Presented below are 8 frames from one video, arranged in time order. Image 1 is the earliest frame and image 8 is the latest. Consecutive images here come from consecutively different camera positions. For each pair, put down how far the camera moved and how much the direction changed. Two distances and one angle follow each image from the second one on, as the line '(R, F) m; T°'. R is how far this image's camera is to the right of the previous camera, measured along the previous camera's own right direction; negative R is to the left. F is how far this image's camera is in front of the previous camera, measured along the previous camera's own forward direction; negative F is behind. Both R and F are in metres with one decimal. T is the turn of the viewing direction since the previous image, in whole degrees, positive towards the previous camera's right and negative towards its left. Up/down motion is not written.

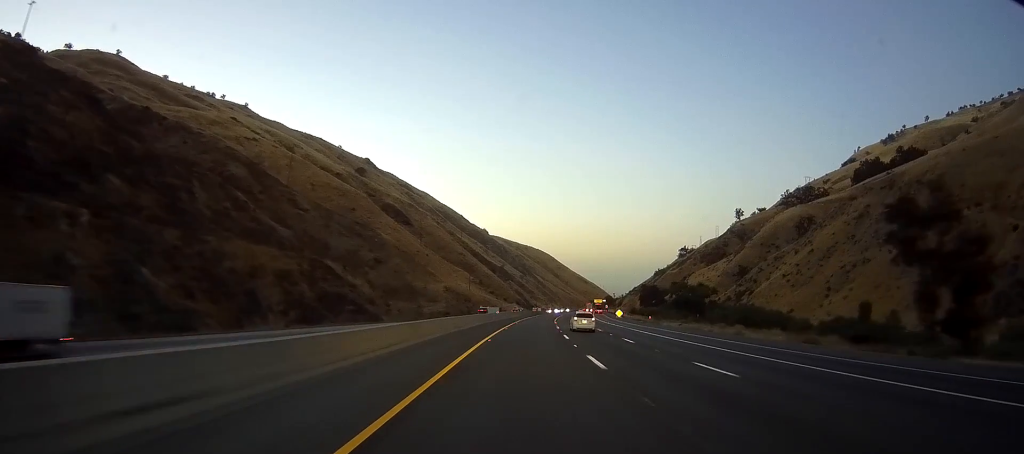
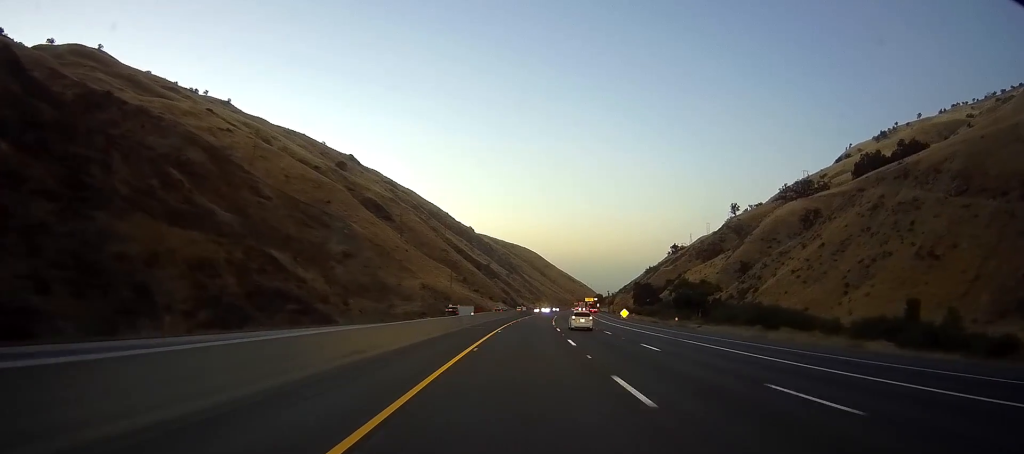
(+0.2, +20.5) m; +1°
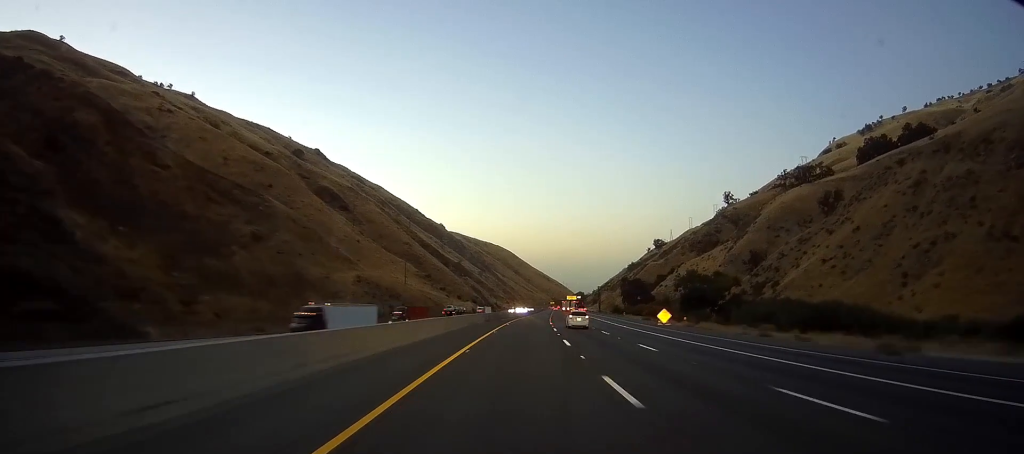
(+0.9, +44.0) m; +3°
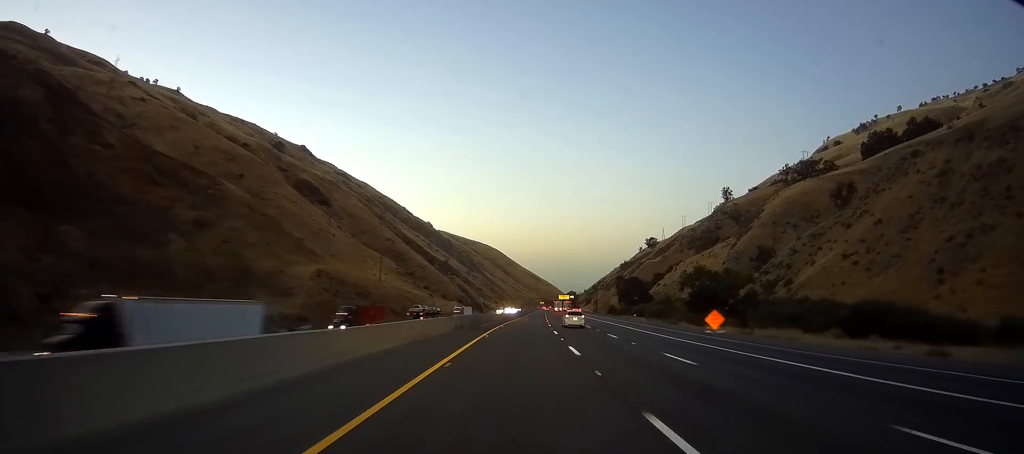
(+0.4, +19.4) m; 0°
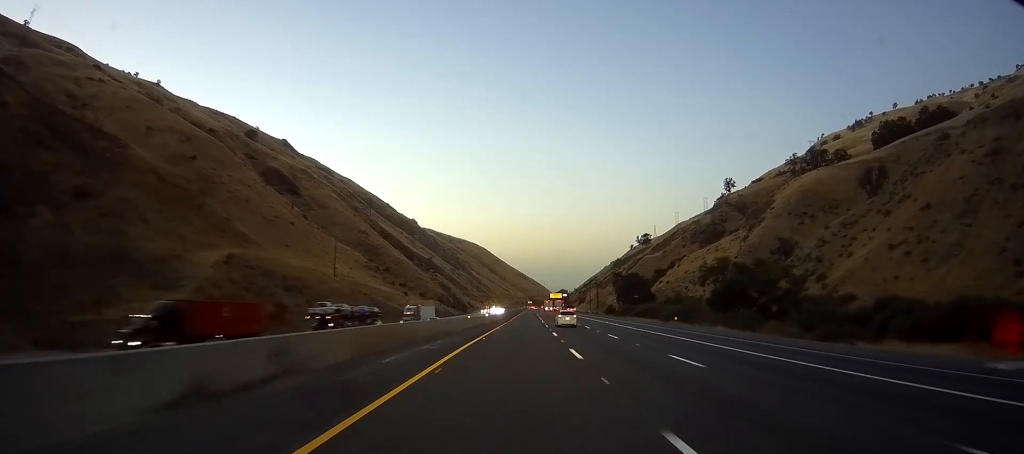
(0.0, +30.6) m; 0°
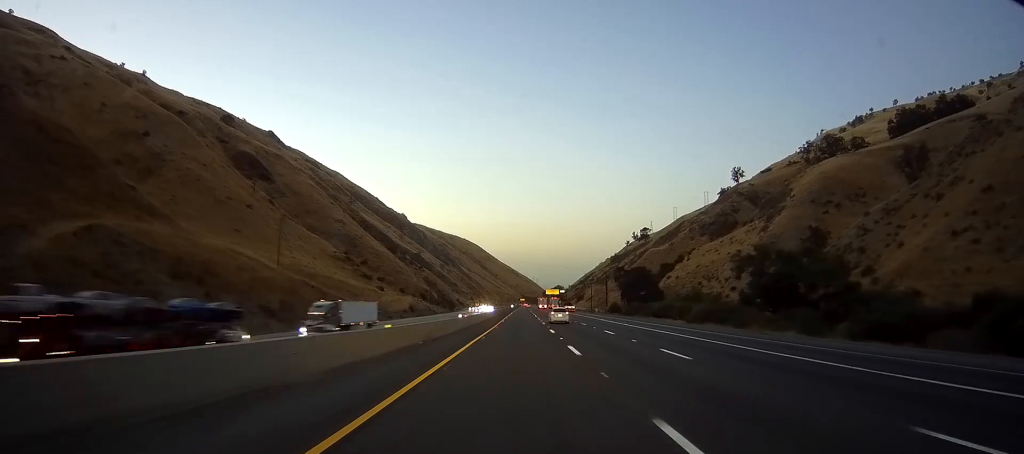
(0.0, +28.5) m; +1°
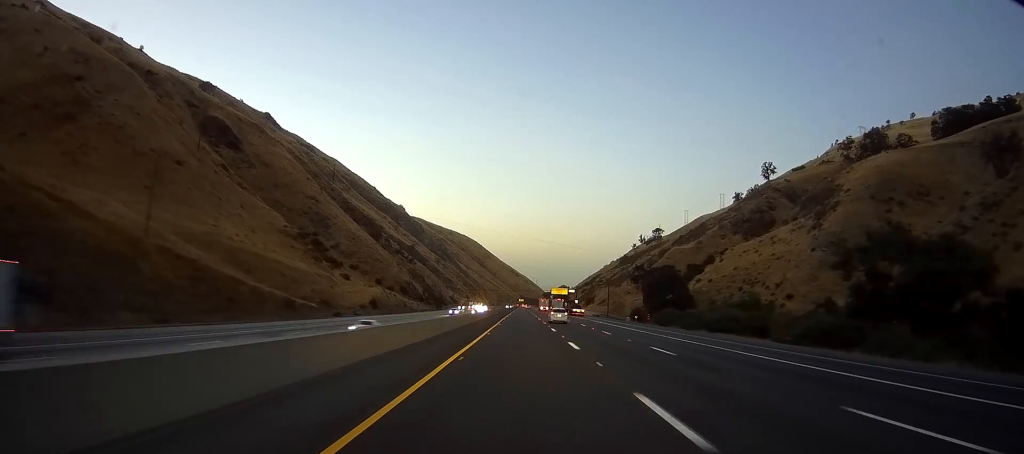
(+0.6, +41.8) m; +1°
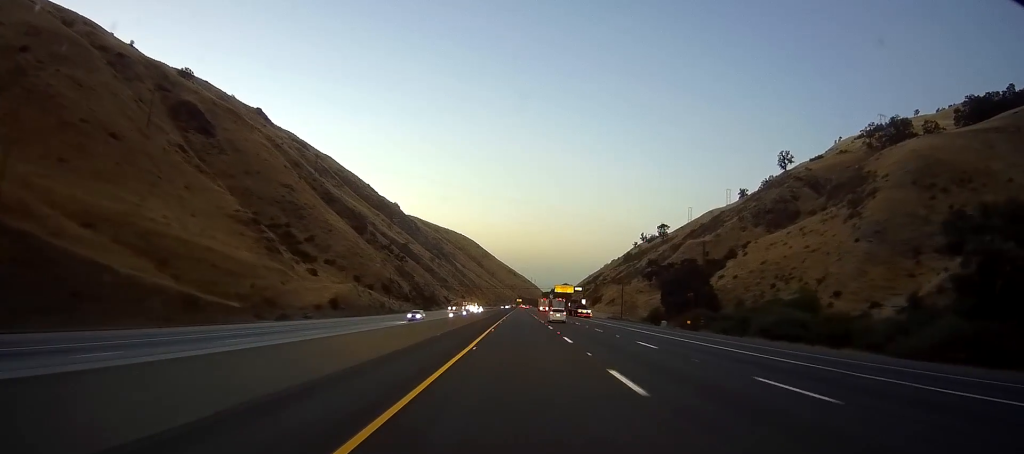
(0.0, +25.5) m; 0°
